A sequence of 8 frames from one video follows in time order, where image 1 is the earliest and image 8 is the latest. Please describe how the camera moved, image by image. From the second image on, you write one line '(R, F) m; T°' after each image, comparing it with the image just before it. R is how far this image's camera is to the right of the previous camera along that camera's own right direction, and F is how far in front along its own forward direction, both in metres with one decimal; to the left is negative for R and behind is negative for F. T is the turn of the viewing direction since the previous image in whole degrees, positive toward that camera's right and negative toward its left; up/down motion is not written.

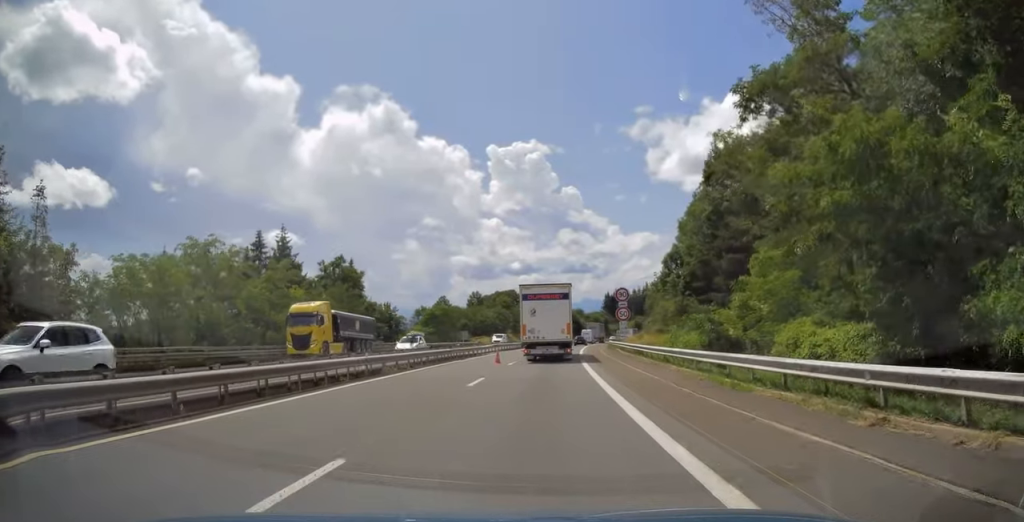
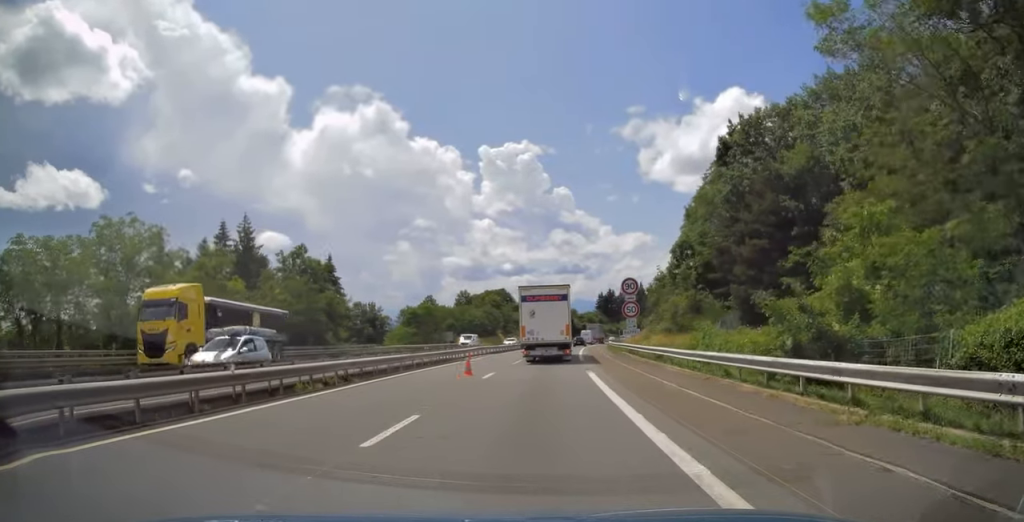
(0.0, +9.2) m; 0°
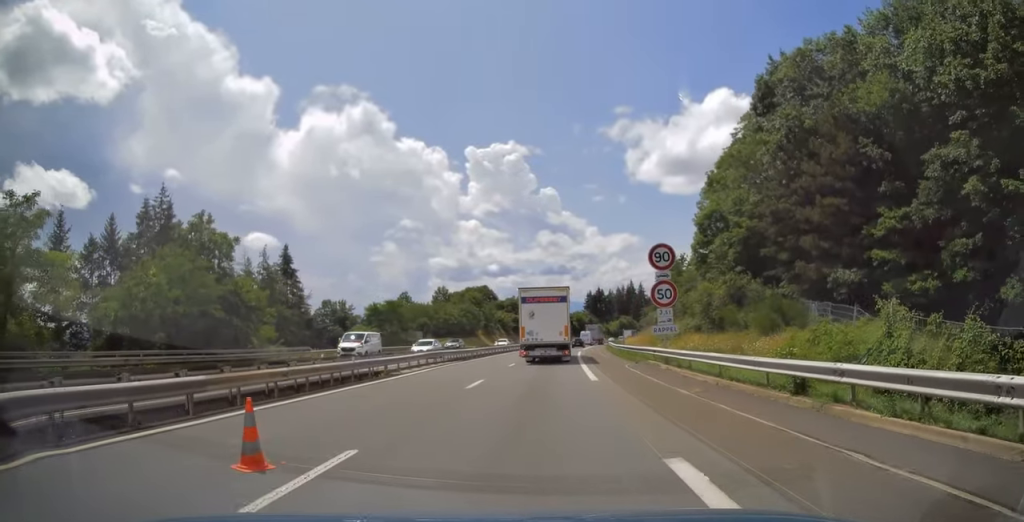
(+0.1, +16.1) m; +2°
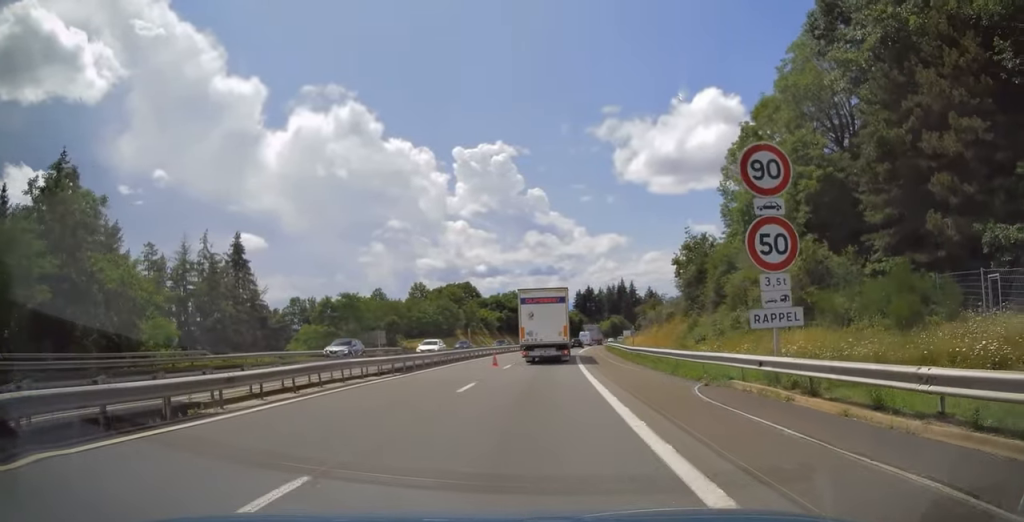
(+0.3, +14.6) m; +1°
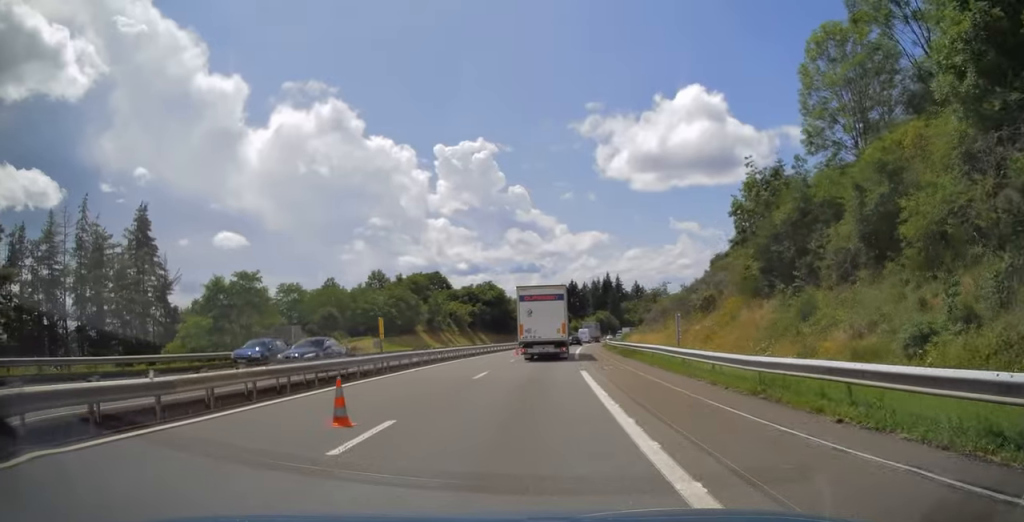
(+0.4, +21.9) m; +3°
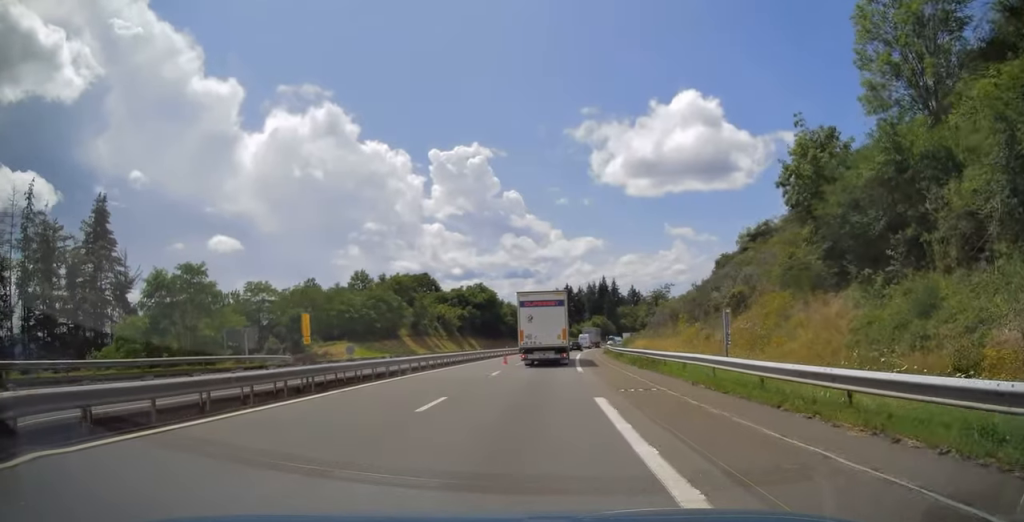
(+0.2, +8.1) m; +1°
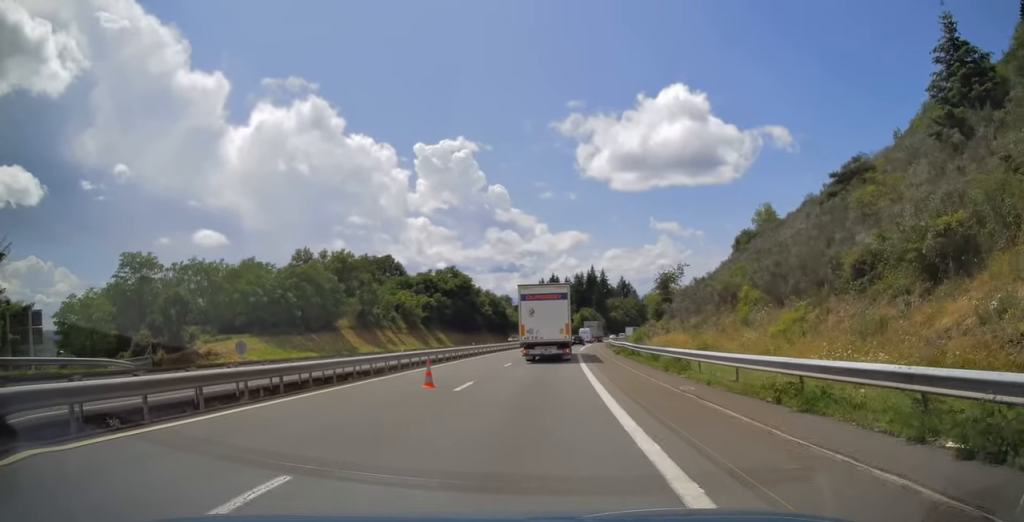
(+0.1, +22.1) m; 0°
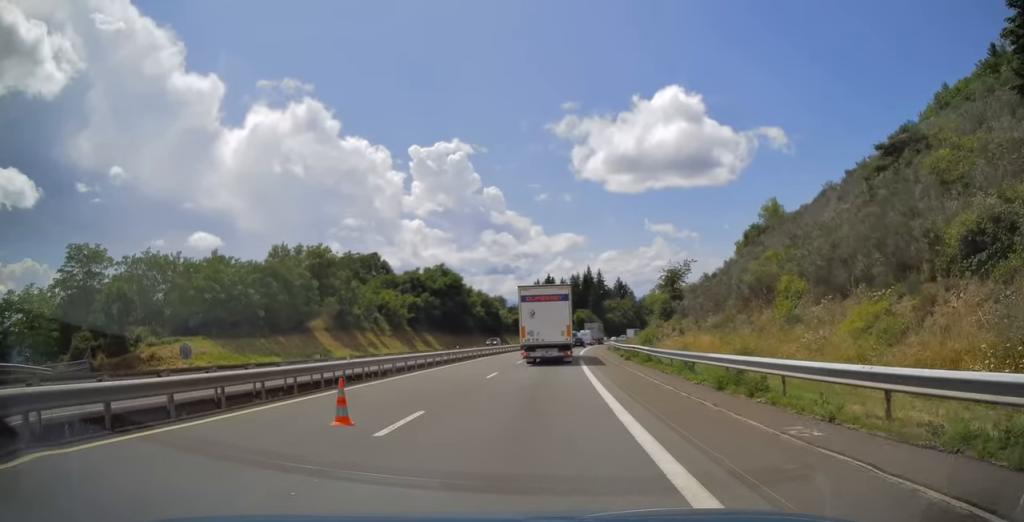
(-0.1, +7.1) m; +1°
